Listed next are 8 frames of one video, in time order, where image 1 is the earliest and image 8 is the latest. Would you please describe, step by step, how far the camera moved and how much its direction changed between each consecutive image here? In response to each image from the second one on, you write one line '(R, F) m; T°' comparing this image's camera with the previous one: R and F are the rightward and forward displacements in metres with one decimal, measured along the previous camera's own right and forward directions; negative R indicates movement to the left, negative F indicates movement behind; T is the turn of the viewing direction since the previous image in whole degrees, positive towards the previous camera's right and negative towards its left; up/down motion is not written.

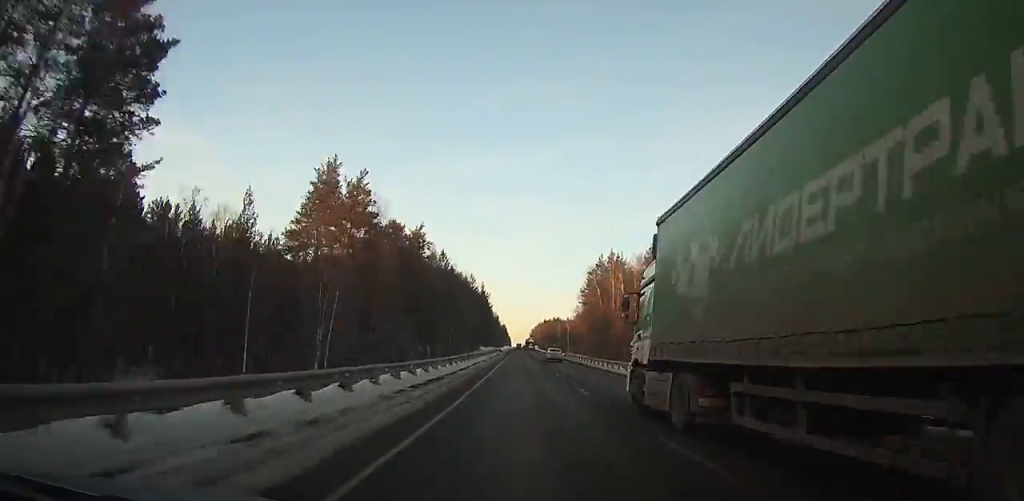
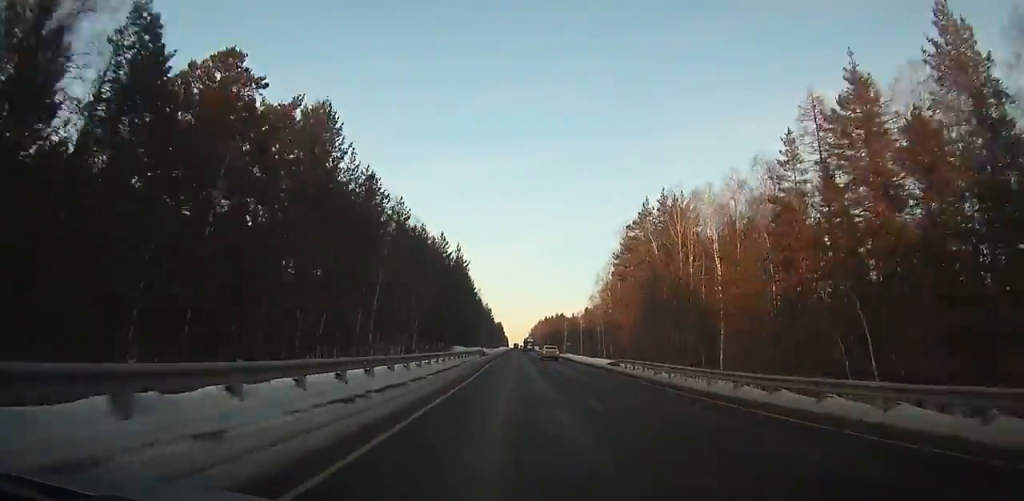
(+0.5, +53.4) m; +1°
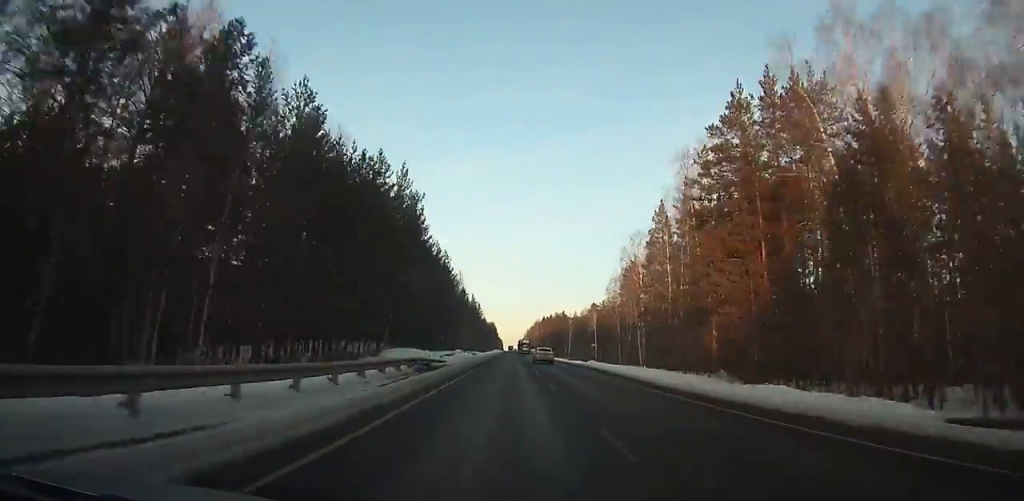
(+0.1, +39.9) m; 0°
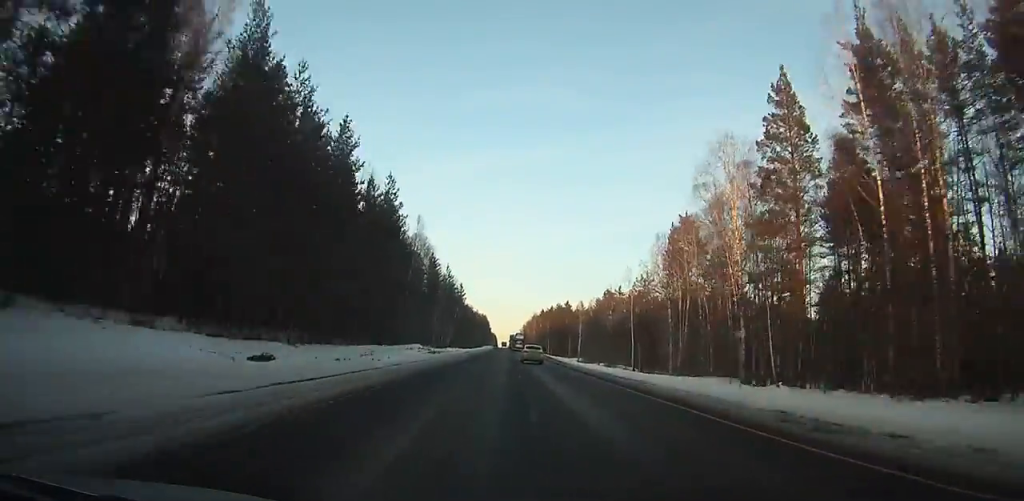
(+0.3, +45.1) m; 0°
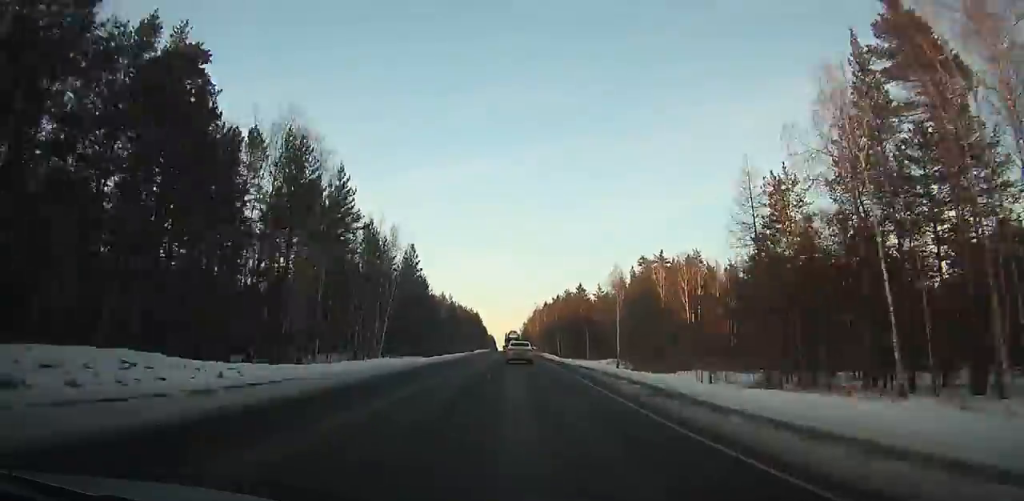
(0.0, +60.0) m; 0°
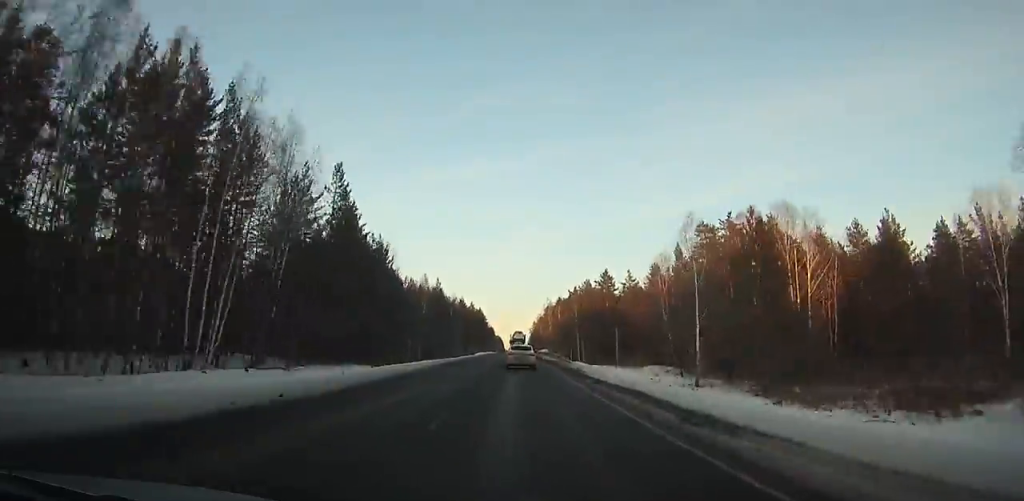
(0.0, +41.1) m; 0°
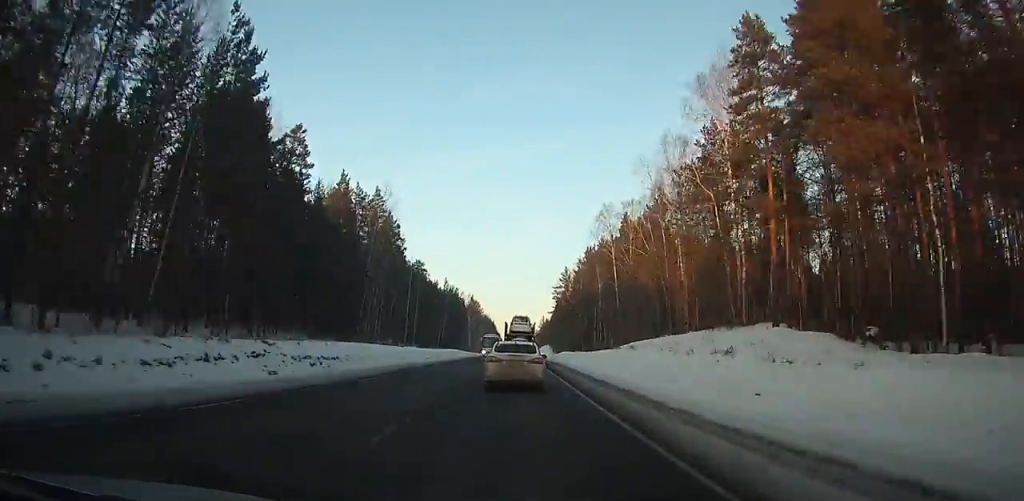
(-1.9, +233.3) m; -1°
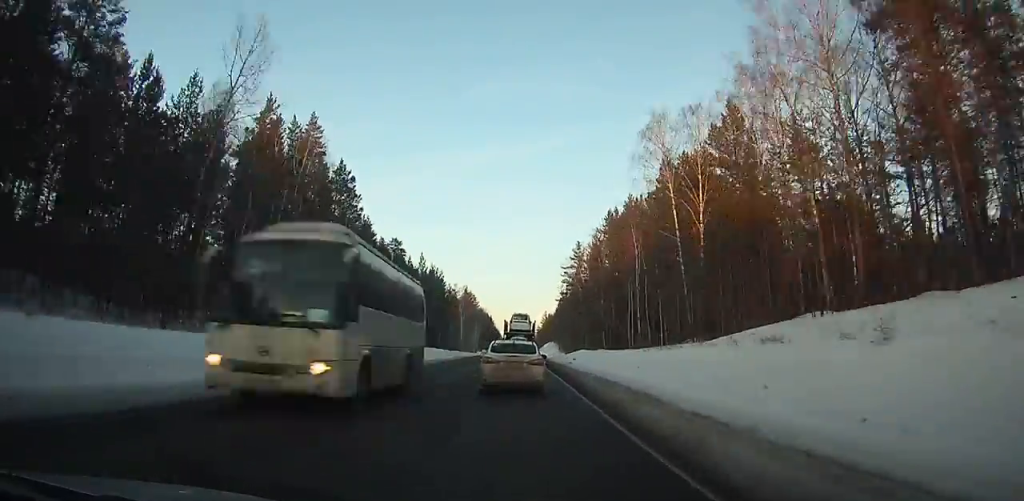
(0.0, +31.7) m; 0°
